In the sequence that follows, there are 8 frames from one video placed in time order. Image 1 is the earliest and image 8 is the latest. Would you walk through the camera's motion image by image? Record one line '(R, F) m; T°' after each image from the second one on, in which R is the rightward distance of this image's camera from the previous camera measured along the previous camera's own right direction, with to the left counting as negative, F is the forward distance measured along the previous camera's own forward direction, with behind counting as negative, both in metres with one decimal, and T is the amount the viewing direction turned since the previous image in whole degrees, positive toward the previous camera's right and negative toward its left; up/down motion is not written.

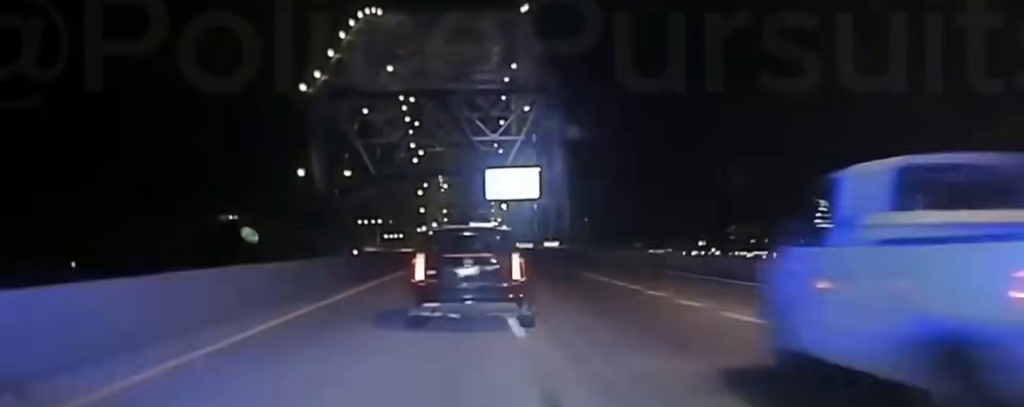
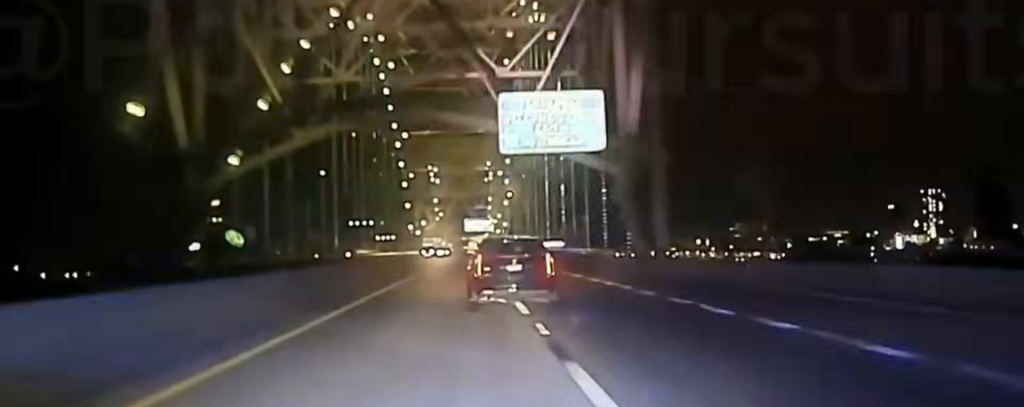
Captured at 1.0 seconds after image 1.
(+0.6, +56.3) m; +1°
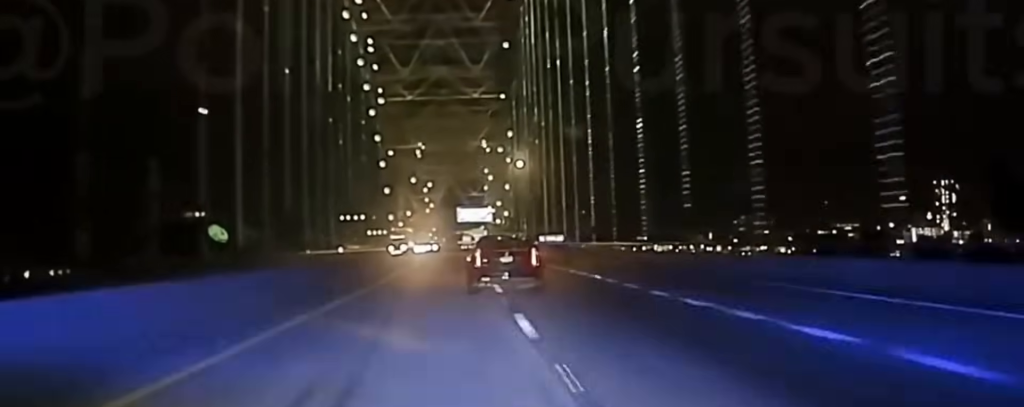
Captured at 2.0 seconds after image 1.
(+0.1, +51.6) m; +1°
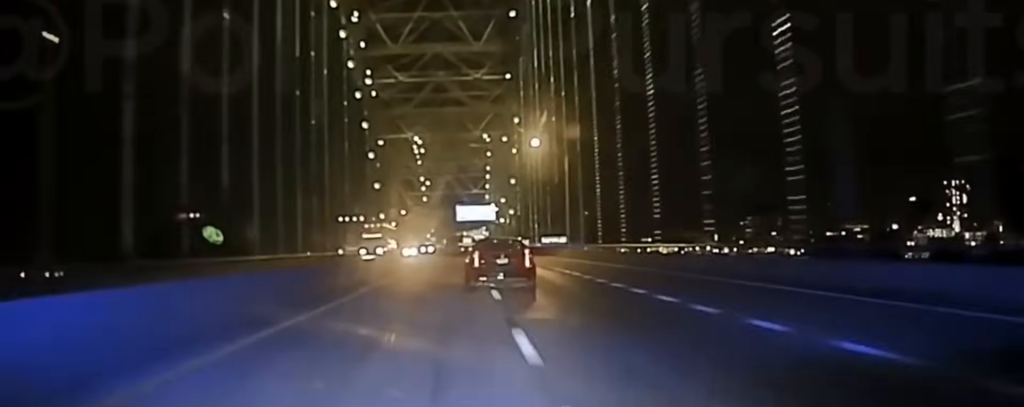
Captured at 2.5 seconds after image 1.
(+0.2, +24.0) m; 0°
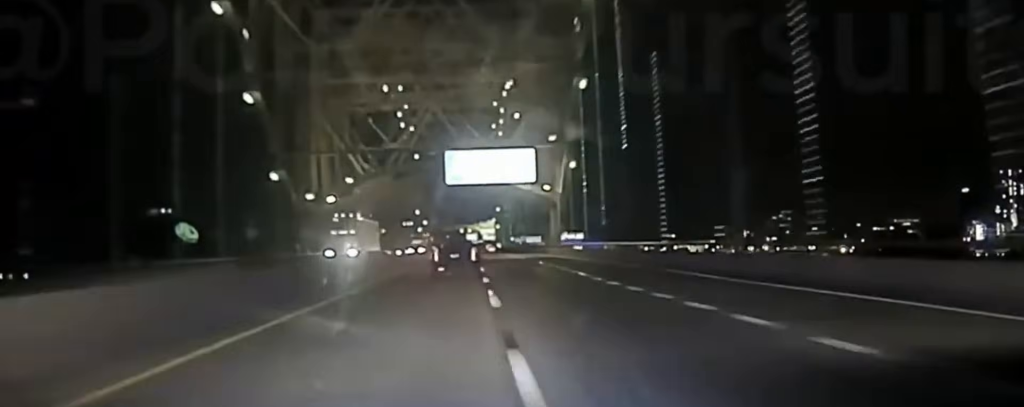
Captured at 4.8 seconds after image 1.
(-0.2, +99.8) m; -1°
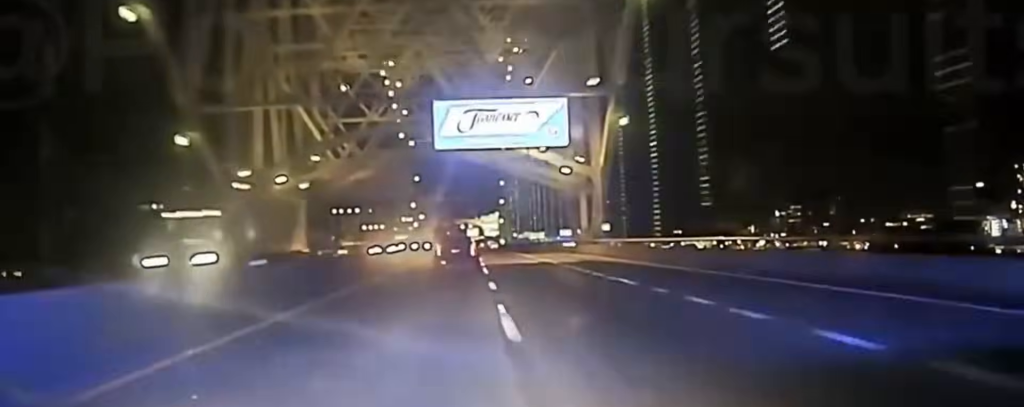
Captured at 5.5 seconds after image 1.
(-0.1, +30.0) m; 0°
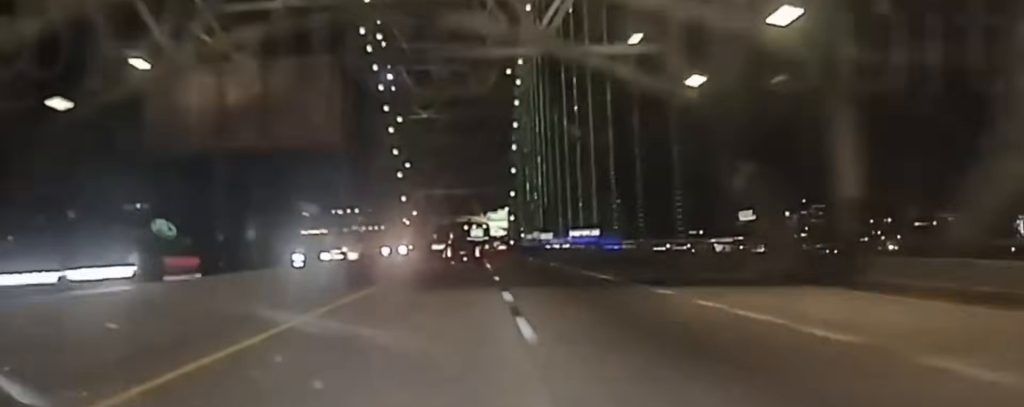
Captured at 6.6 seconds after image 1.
(-0.3, +69.5) m; 0°
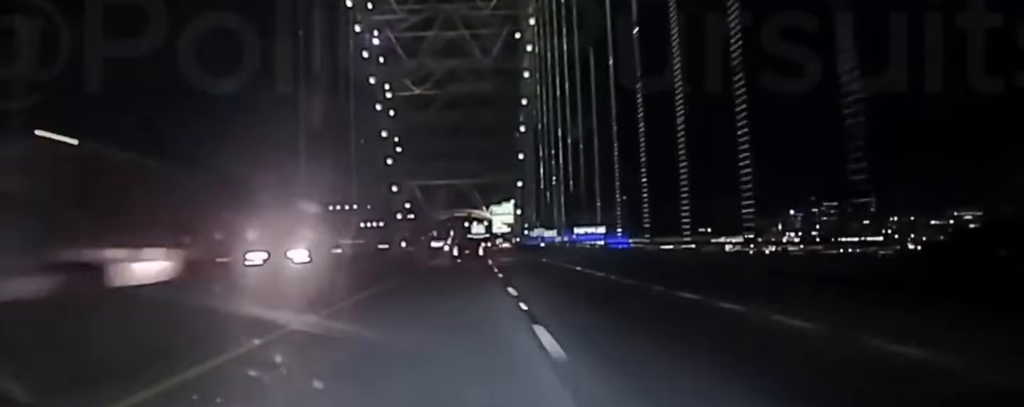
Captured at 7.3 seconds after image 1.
(-0.1, +44.0) m; 0°
